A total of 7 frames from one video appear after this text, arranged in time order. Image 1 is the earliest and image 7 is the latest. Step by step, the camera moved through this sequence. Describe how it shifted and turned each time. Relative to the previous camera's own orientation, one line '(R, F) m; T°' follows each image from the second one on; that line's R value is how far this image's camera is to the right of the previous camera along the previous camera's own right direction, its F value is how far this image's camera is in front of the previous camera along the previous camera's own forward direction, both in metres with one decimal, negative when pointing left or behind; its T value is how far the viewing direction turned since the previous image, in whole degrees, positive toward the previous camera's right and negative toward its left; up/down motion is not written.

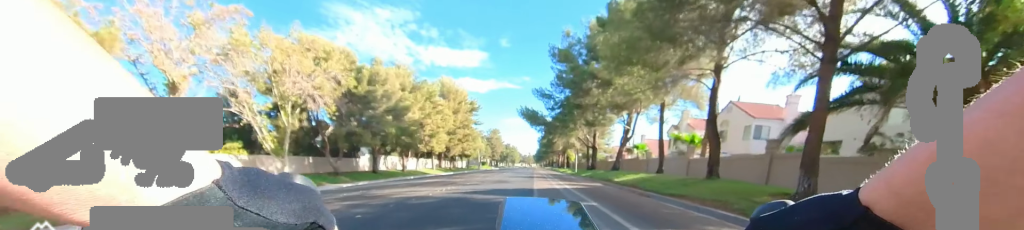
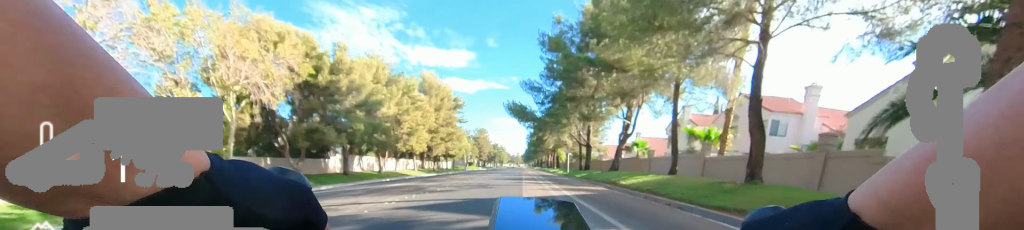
(0.0, +3.6) m; 0°
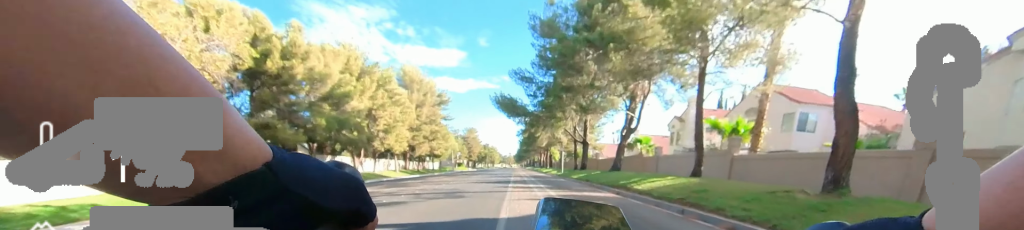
(0.0, +3.8) m; 0°
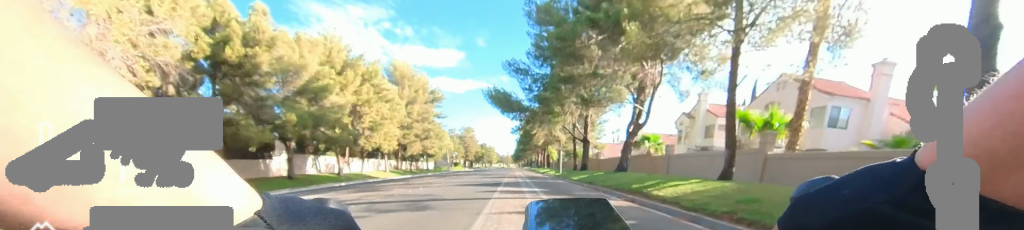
(0.0, +2.7) m; 0°
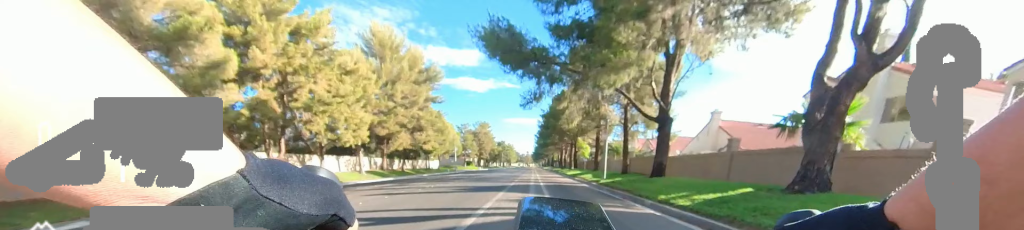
(0.0, +13.5) m; 0°
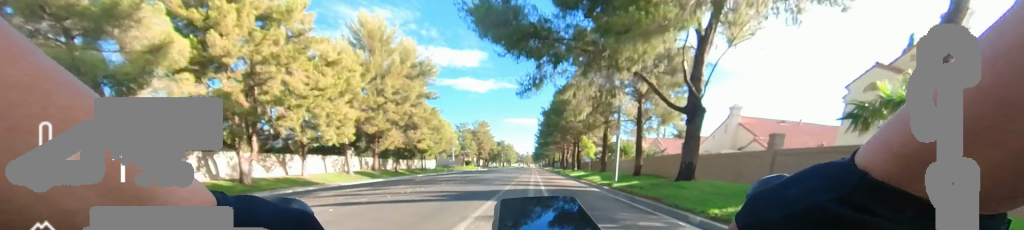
(0.0, +2.8) m; 0°
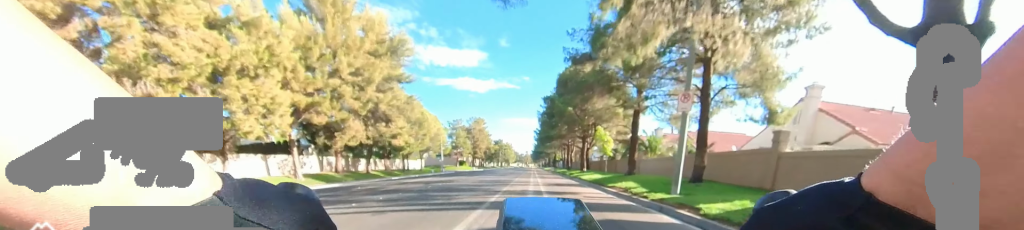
(0.0, +8.2) m; 0°
